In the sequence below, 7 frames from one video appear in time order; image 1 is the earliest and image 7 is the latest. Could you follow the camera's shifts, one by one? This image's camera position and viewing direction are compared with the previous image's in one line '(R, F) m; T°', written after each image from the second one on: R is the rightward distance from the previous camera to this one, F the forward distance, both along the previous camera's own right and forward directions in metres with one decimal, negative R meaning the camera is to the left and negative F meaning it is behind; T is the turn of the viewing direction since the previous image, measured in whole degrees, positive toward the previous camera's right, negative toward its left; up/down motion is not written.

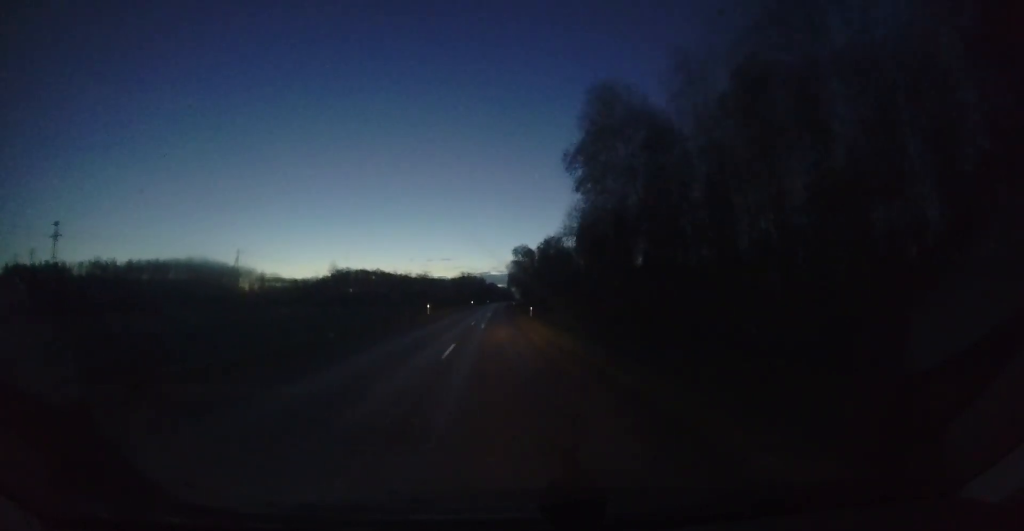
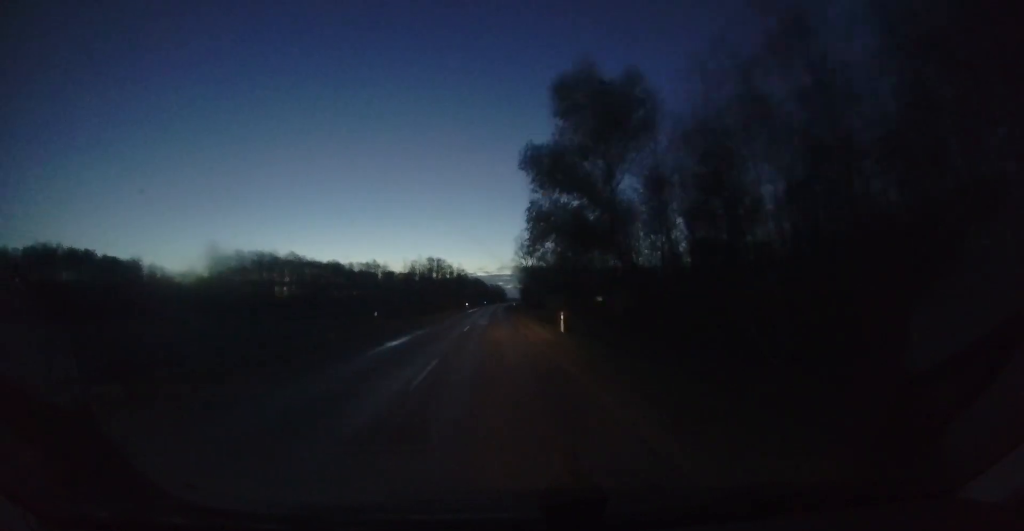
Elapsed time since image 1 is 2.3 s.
(+1.0, +63.3) m; +1°
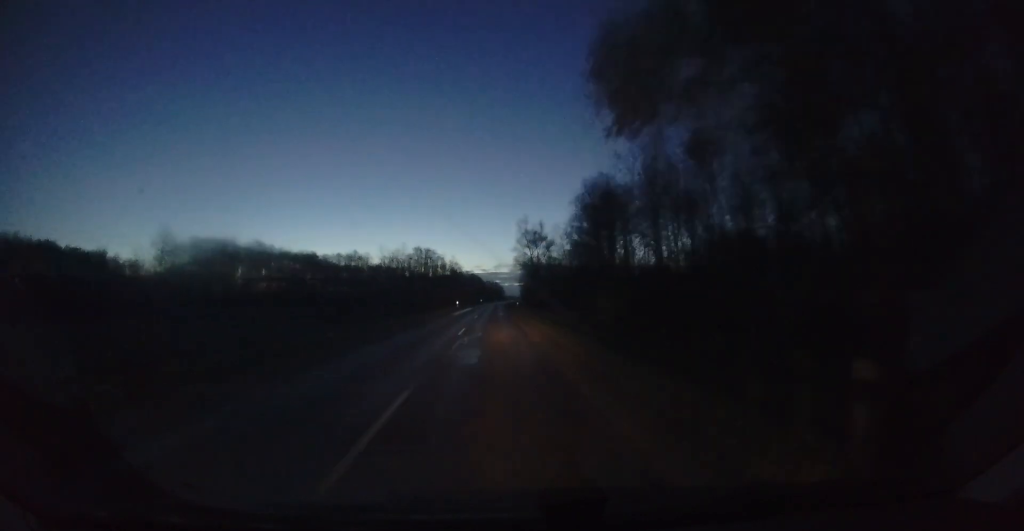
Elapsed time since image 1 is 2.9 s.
(0.0, +15.3) m; 0°
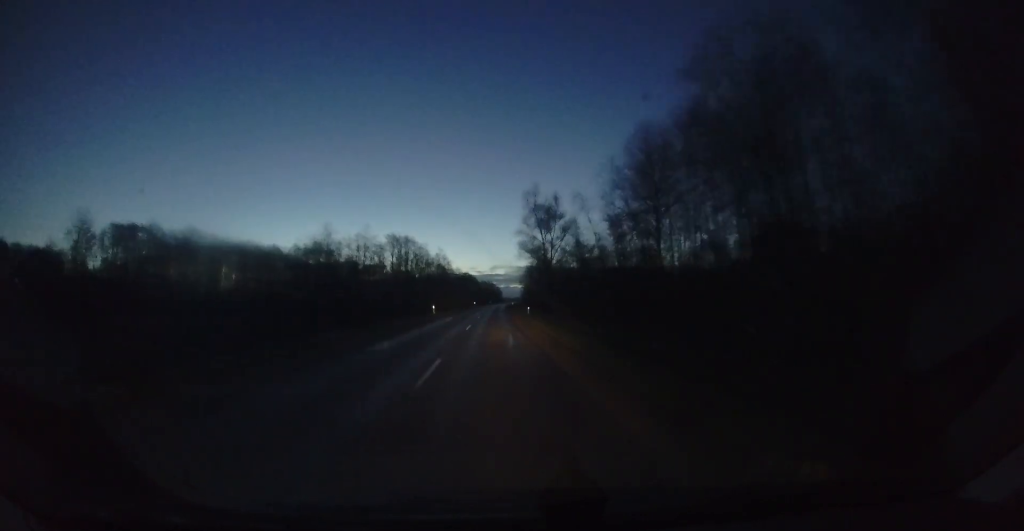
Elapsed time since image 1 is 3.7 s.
(+0.1, +20.7) m; +1°
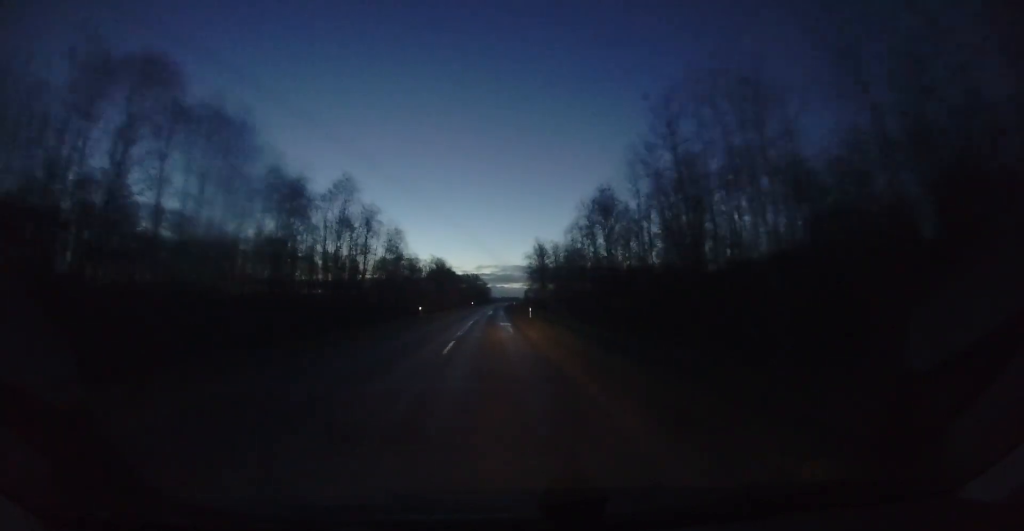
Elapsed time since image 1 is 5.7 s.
(+1.0, +55.9) m; +2°
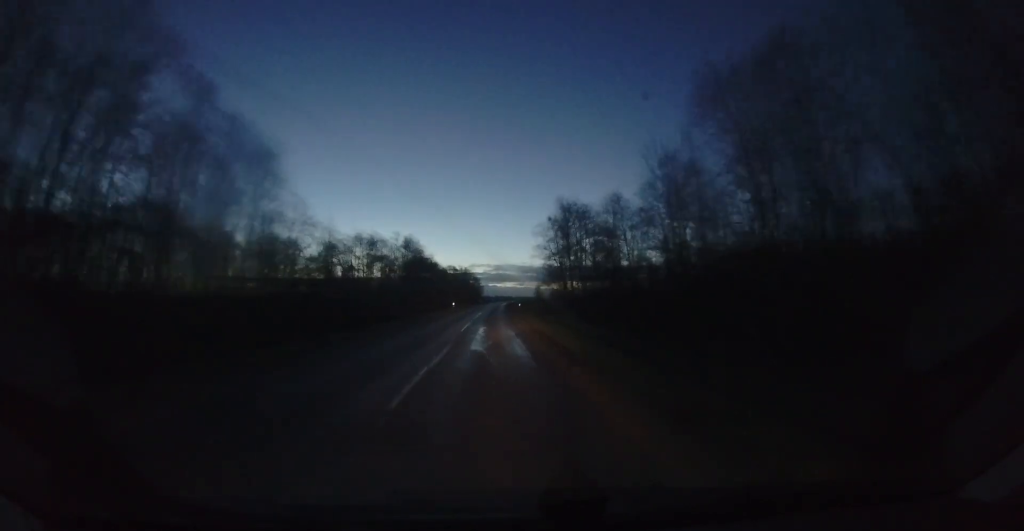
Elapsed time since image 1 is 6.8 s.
(+0.3, +28.7) m; 0°
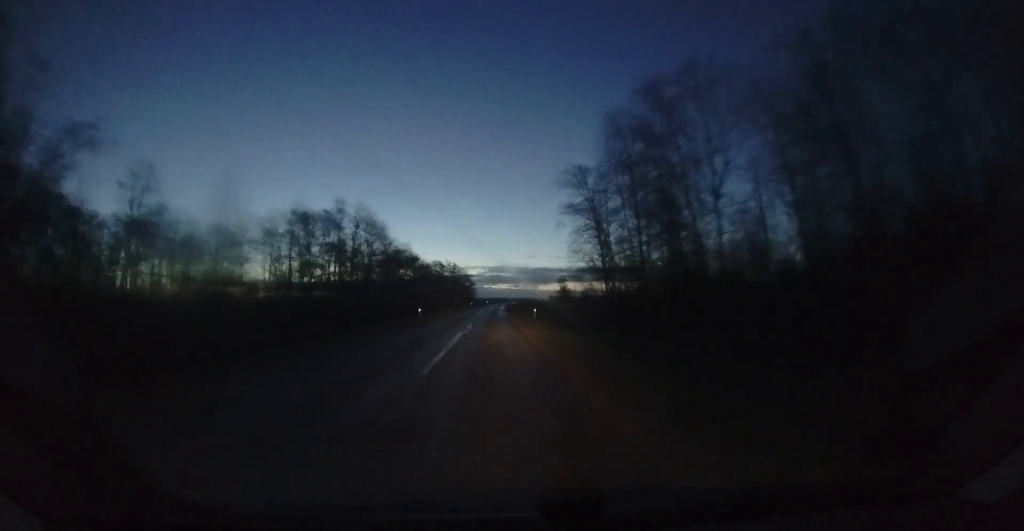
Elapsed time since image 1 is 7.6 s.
(-0.1, +21.4) m; 0°
